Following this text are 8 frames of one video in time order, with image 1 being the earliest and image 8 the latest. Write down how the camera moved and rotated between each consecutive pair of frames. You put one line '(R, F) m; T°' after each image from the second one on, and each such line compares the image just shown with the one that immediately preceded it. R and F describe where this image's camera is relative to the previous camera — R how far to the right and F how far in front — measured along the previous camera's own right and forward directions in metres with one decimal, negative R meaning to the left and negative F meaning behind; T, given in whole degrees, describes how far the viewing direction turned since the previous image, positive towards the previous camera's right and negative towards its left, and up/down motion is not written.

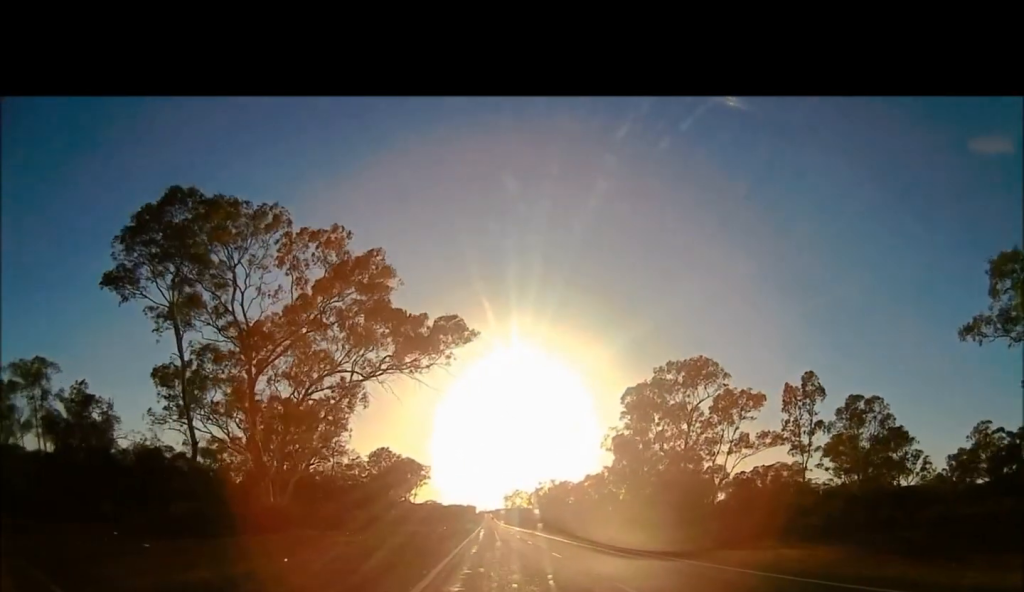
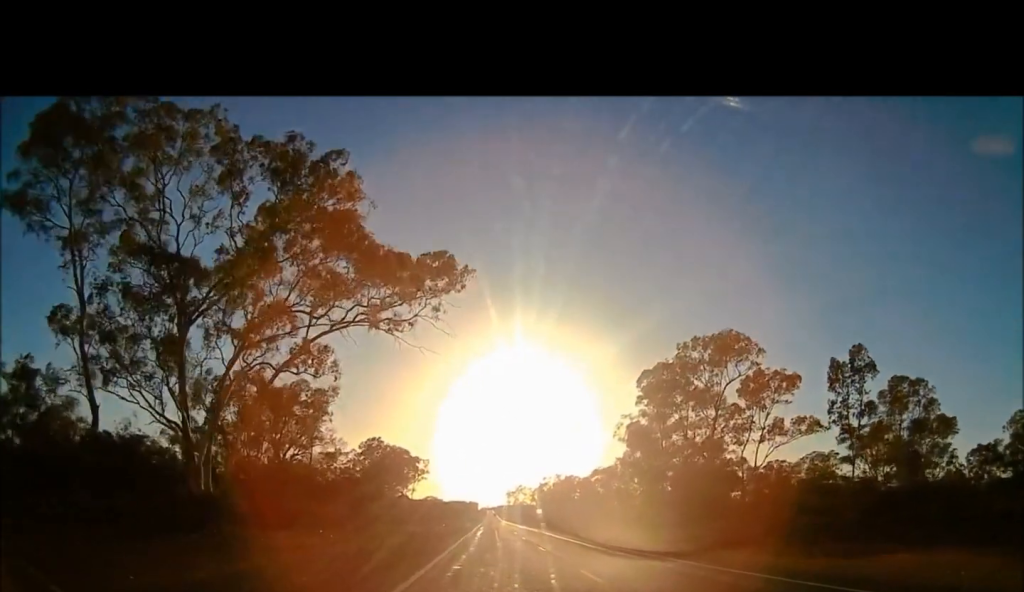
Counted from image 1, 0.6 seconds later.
(-0.3, +8.3) m; +1°
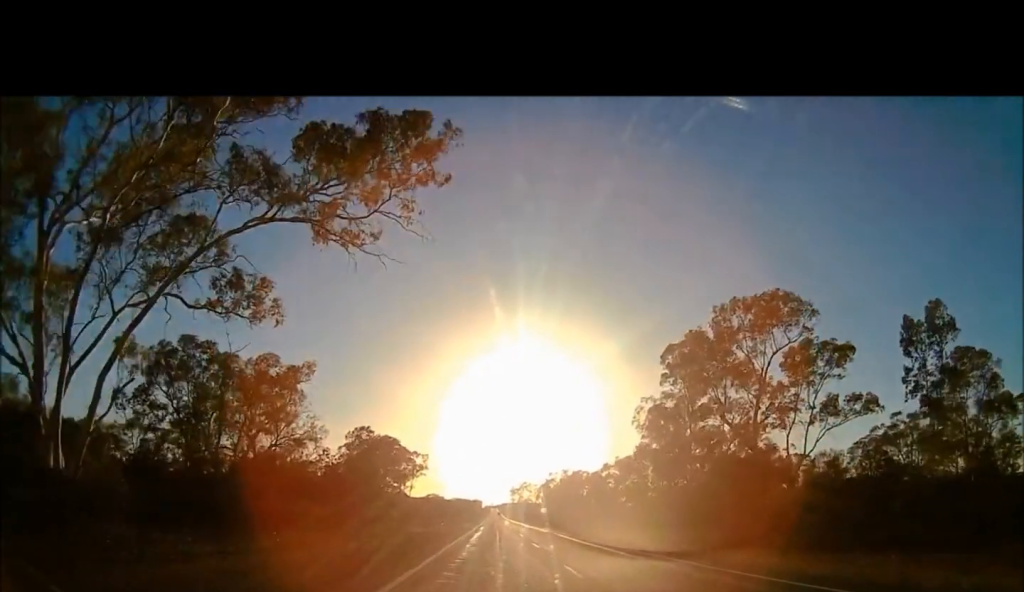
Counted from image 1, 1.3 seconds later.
(+0.7, +10.1) m; +3°
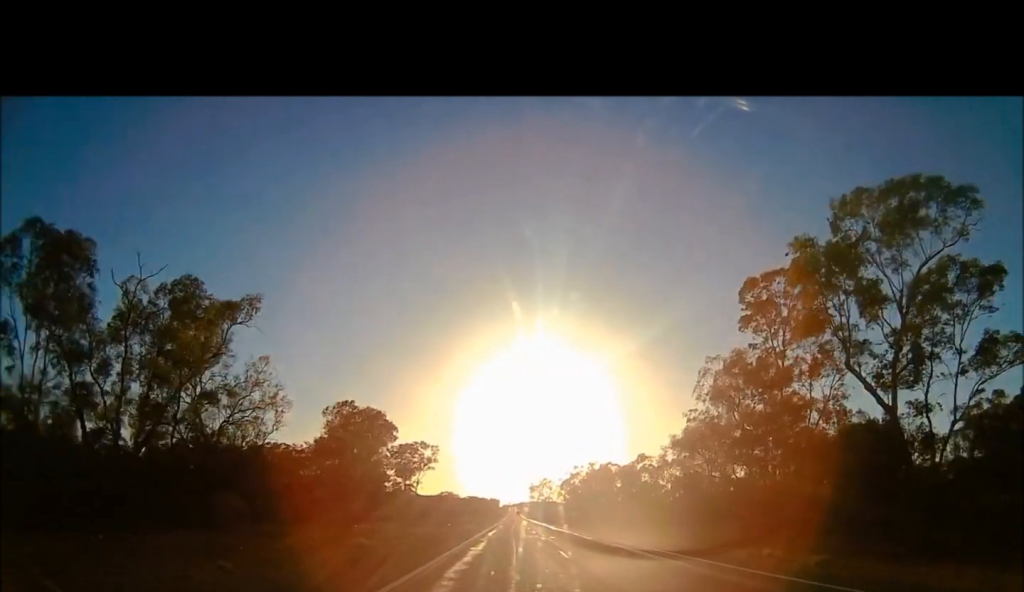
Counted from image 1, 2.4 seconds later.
(+0.2, +18.4) m; 0°
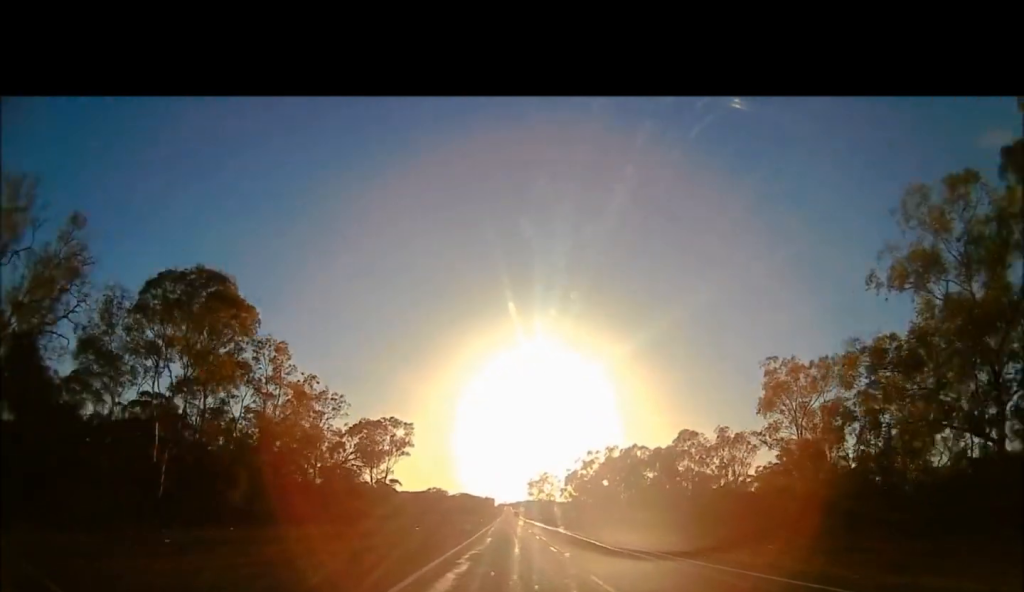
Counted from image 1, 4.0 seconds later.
(-0.5, +32.2) m; -2°
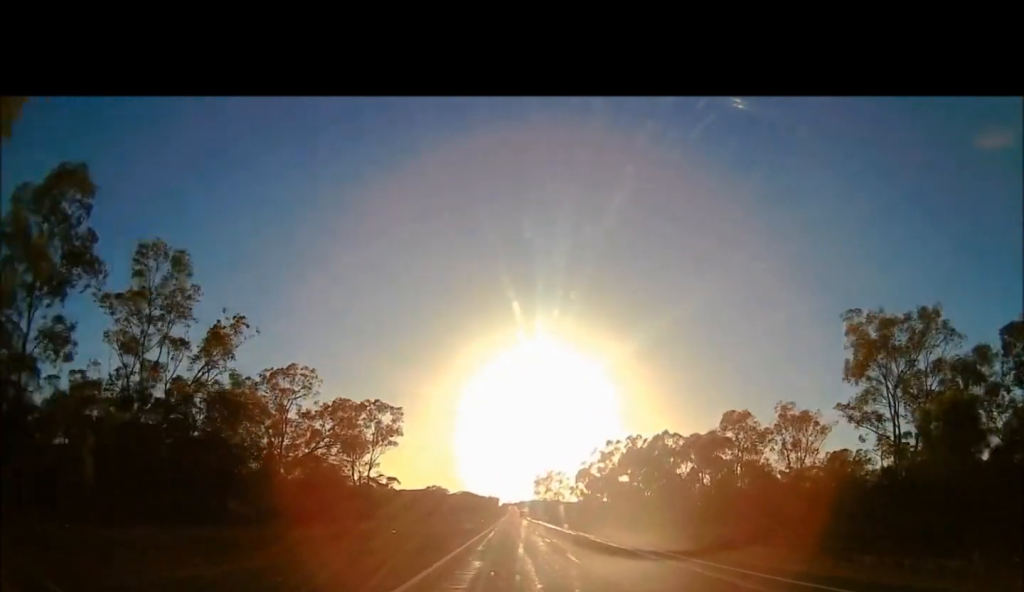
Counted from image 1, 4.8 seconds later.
(-0.2, +17.0) m; -1°
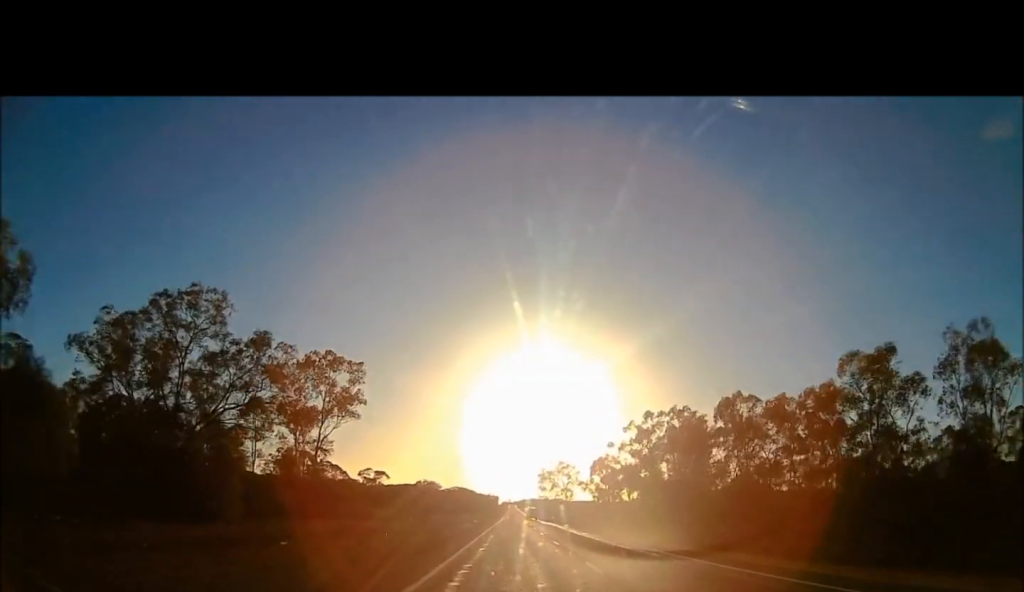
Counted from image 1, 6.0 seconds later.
(+0.1, +26.5) m; 0°
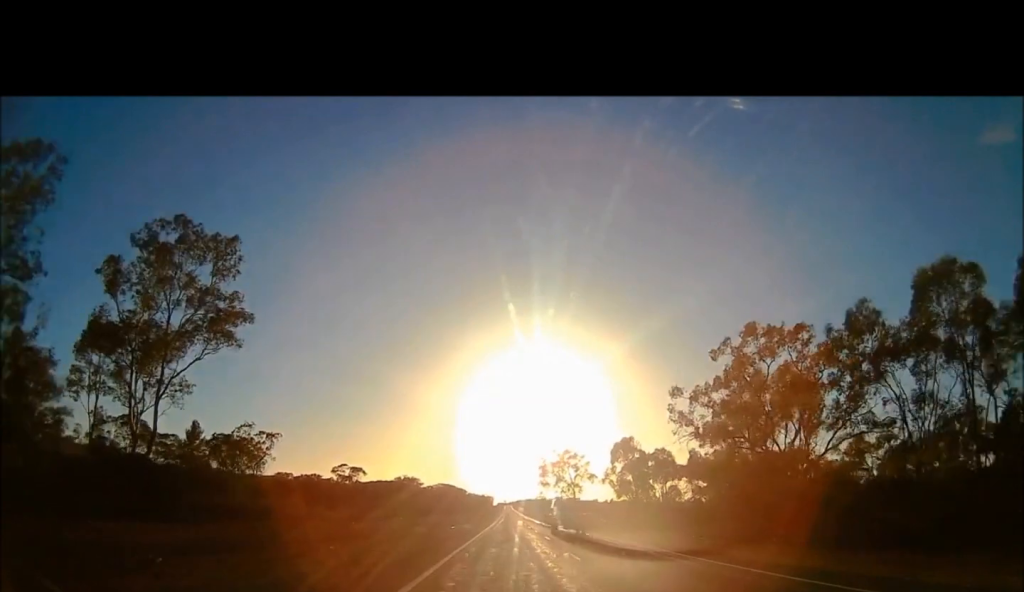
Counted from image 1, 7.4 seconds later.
(-0.1, +31.2) m; -1°
